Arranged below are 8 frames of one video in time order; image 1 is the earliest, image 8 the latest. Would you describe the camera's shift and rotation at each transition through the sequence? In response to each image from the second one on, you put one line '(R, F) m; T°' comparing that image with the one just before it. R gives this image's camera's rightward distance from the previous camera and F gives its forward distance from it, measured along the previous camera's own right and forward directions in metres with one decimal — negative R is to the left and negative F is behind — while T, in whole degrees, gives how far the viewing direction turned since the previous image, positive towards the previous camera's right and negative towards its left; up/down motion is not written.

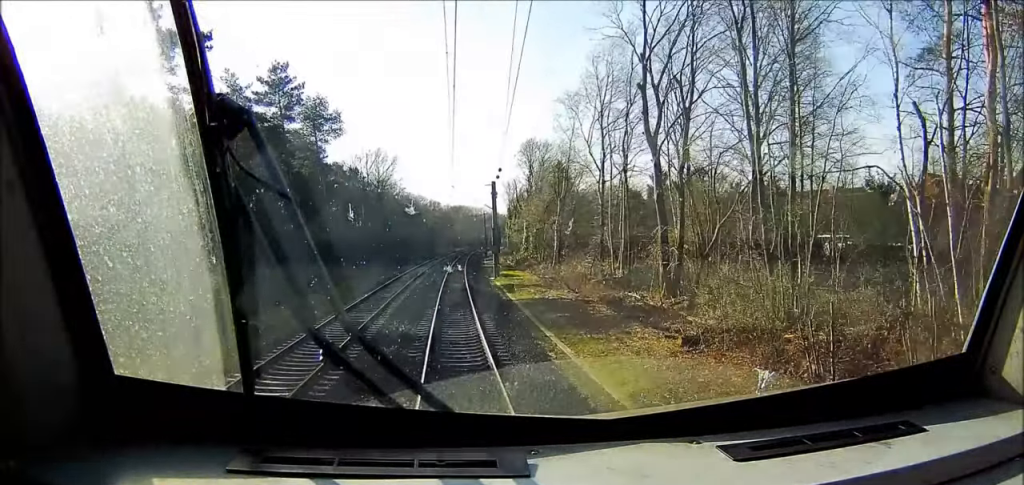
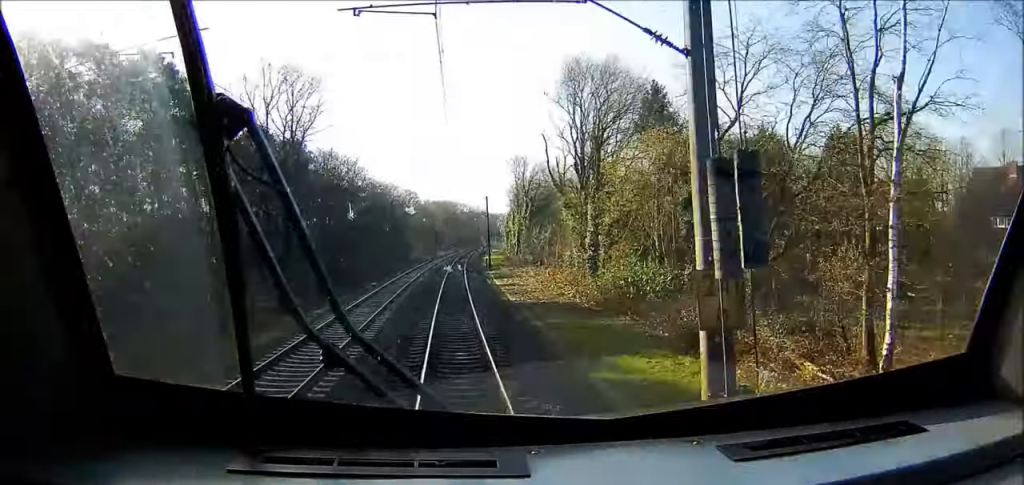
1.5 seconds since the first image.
(+0.1, +49.0) m; 0°
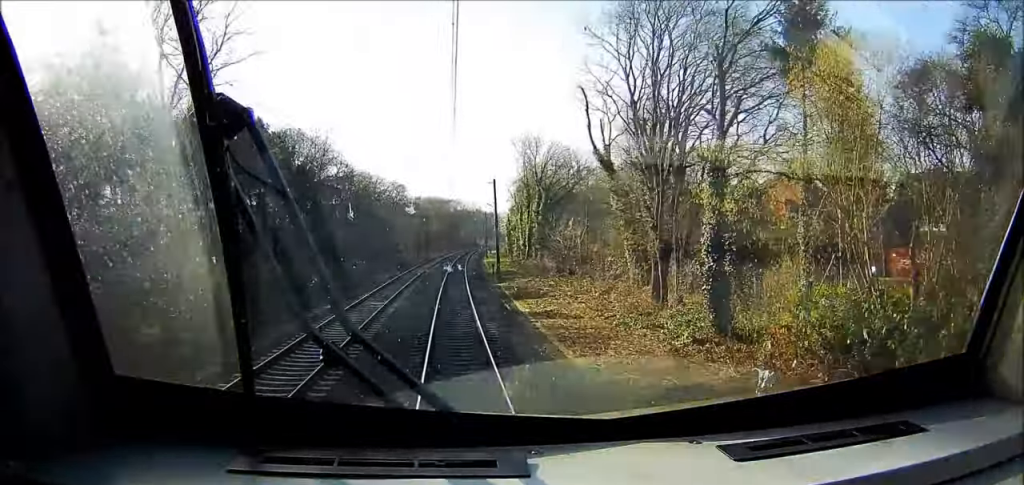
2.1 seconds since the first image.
(-0.1, +22.3) m; 0°
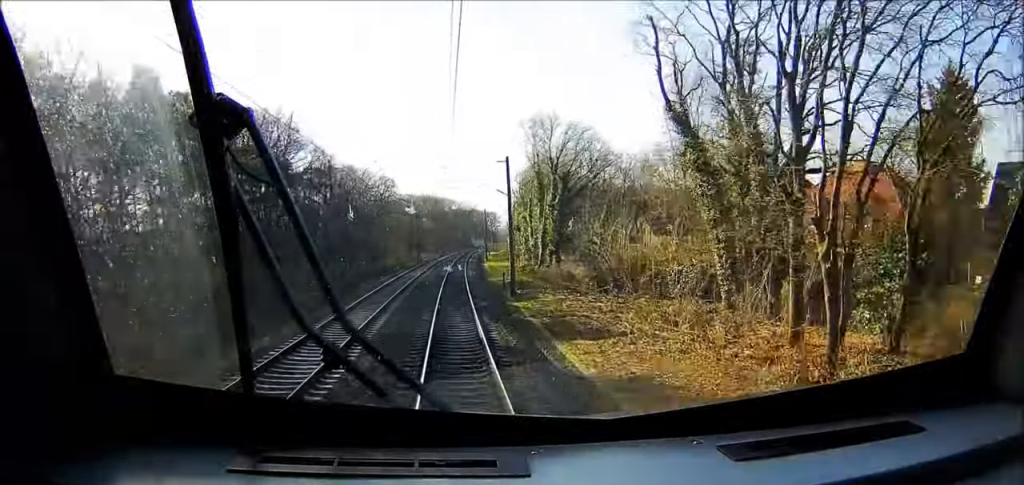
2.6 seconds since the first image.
(+0.1, +15.6) m; +1°
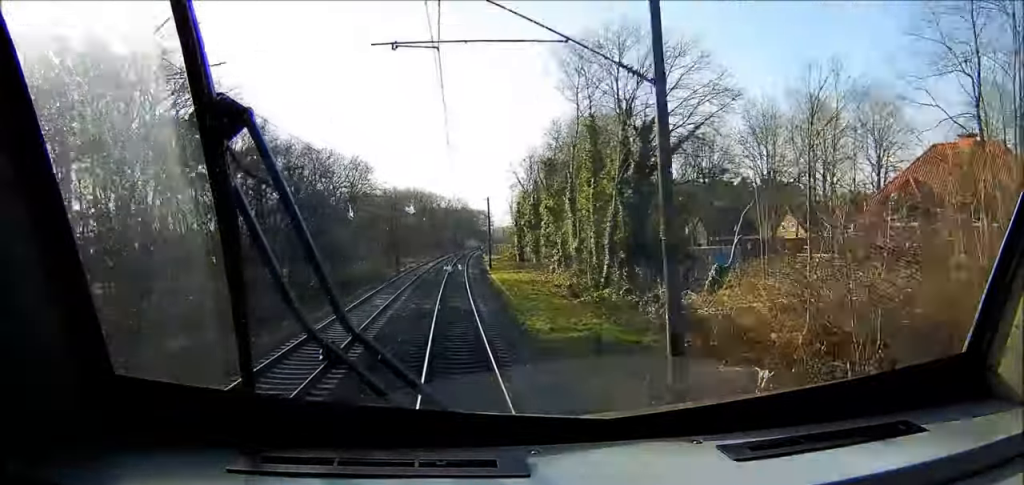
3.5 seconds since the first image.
(+0.3, +29.6) m; +1°
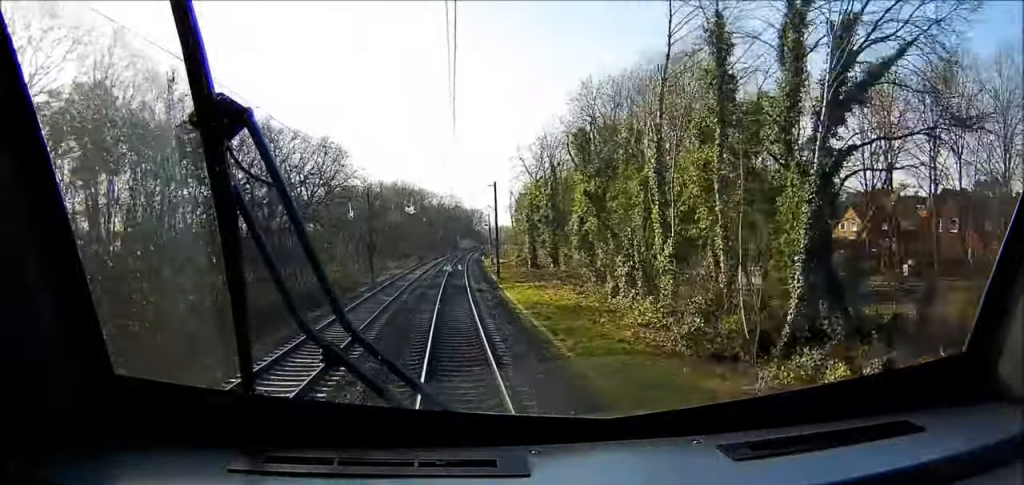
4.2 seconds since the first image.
(+0.1, +21.4) m; +1°
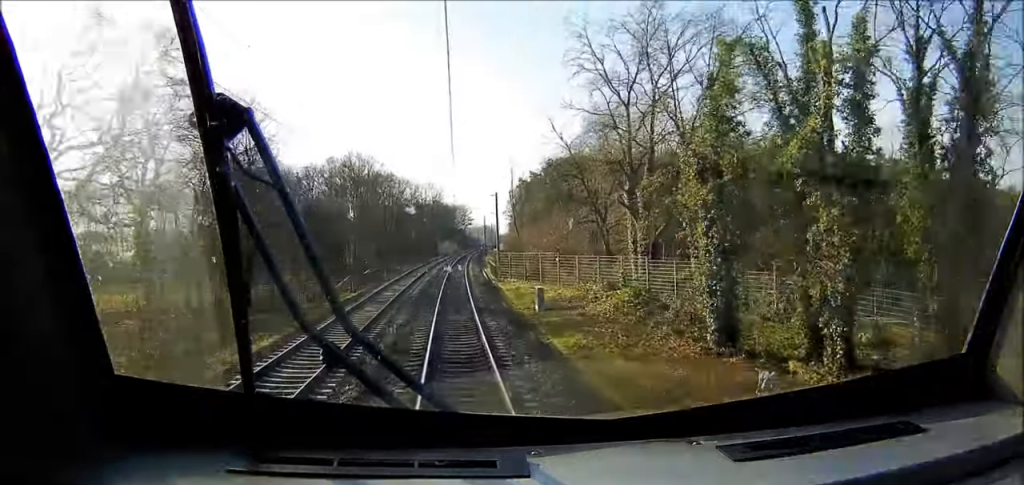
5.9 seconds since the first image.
(+1.9, +54.1) m; +3°
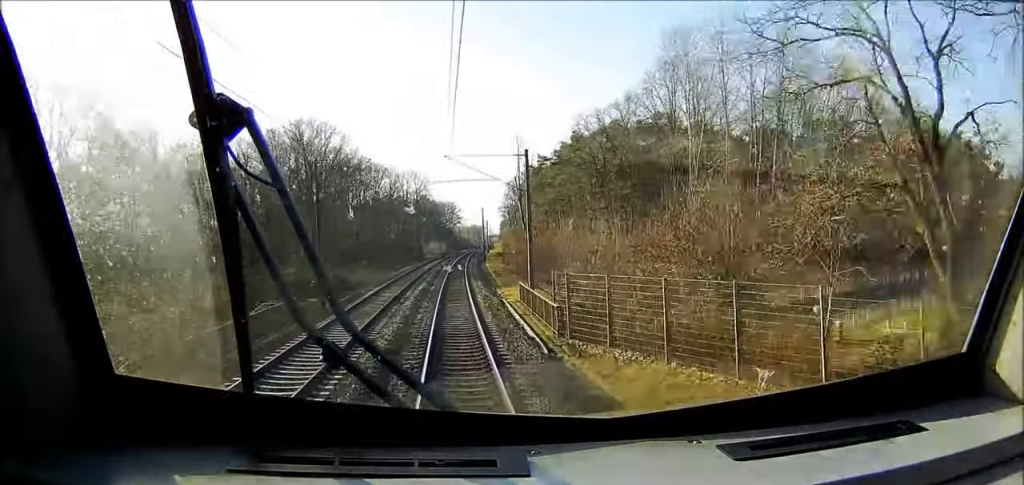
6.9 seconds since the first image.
(+0.4, +33.6) m; +2°
